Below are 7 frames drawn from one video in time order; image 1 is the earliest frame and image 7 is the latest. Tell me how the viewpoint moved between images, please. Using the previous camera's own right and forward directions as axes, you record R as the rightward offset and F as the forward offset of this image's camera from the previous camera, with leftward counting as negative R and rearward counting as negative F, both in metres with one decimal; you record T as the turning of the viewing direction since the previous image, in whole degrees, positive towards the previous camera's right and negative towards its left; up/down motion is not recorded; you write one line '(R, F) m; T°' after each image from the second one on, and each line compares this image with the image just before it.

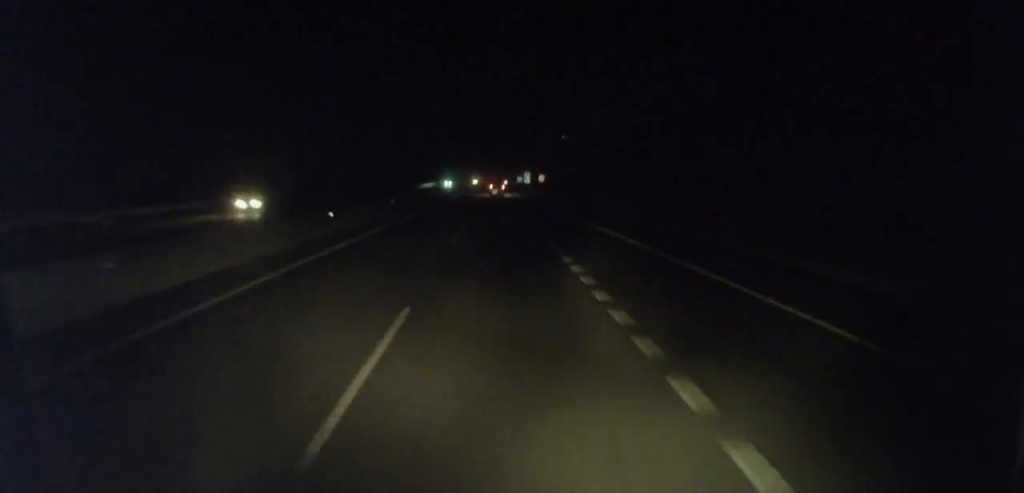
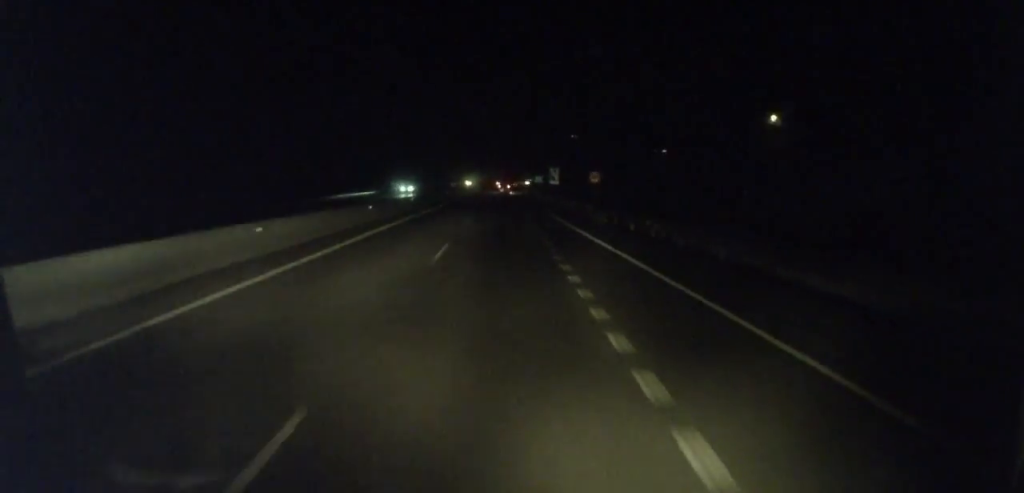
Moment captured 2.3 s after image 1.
(+0.2, +55.1) m; 0°
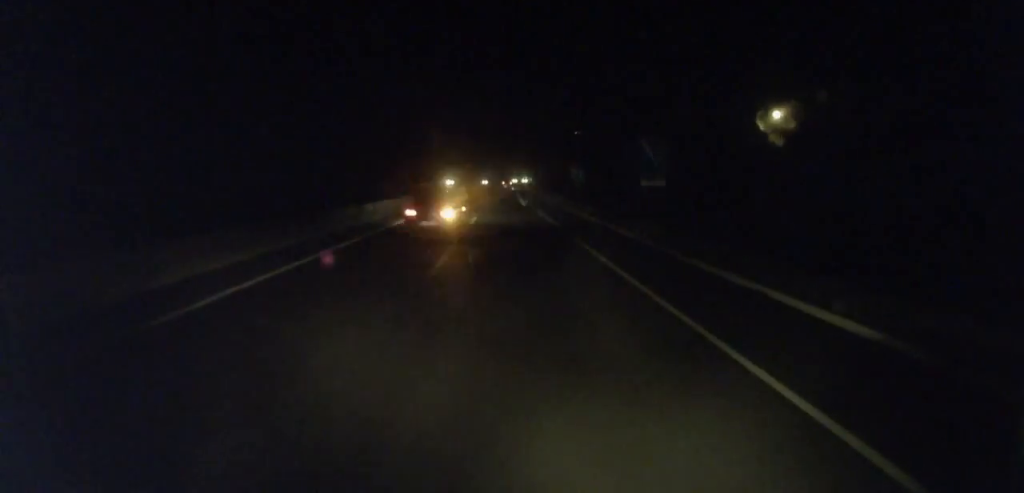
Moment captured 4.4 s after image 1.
(+0.1, +52.4) m; 0°
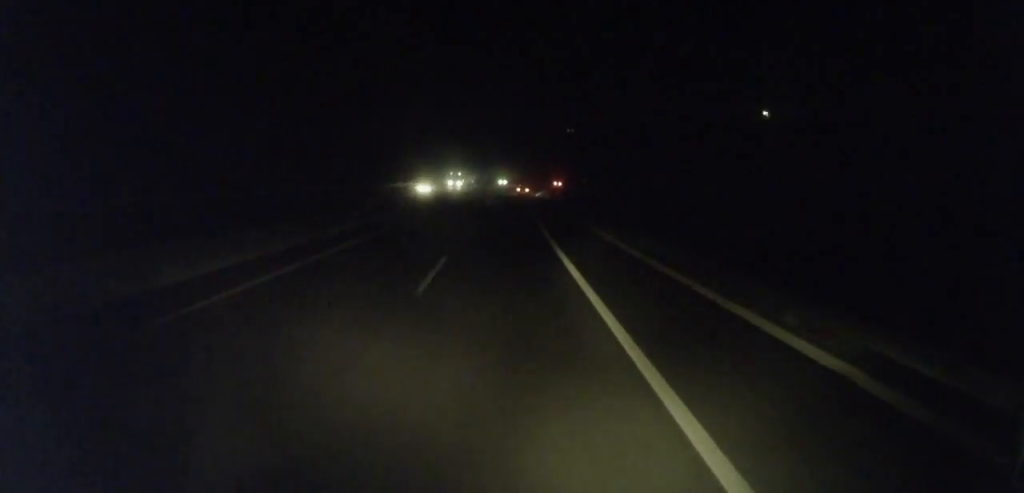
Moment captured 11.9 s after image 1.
(-0.9, +187.0) m; +1°
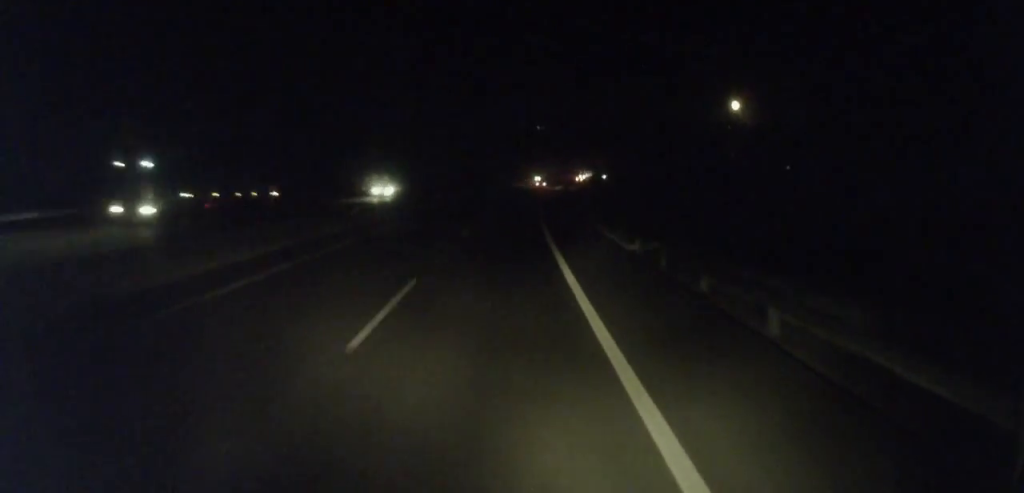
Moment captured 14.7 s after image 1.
(+0.8, +70.5) m; +3°
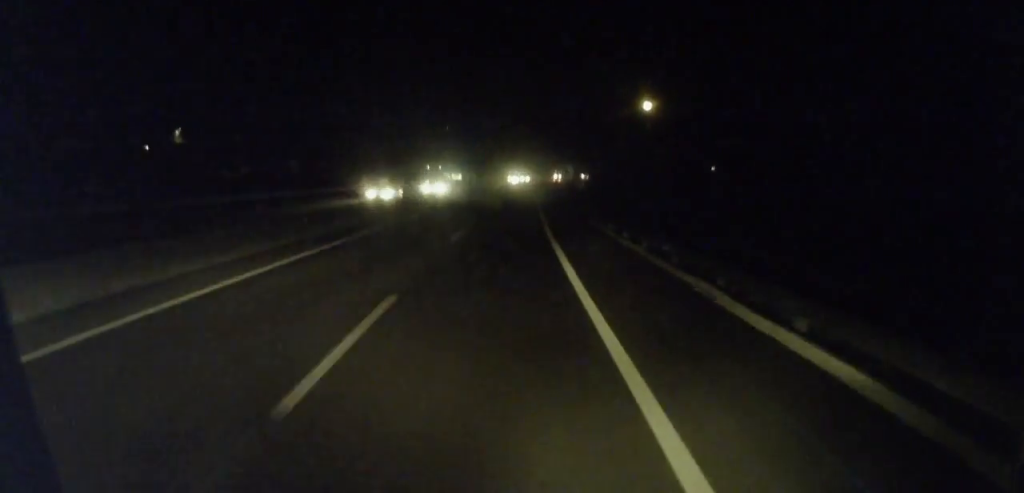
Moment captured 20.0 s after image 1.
(+7.8, +133.3) m; +8°
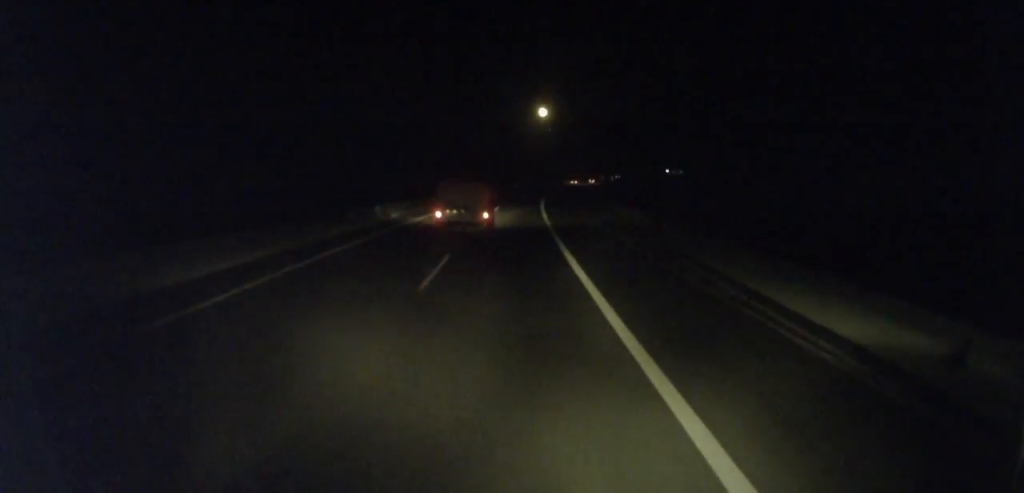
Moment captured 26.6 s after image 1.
(+12.5, +161.9) m; +9°
